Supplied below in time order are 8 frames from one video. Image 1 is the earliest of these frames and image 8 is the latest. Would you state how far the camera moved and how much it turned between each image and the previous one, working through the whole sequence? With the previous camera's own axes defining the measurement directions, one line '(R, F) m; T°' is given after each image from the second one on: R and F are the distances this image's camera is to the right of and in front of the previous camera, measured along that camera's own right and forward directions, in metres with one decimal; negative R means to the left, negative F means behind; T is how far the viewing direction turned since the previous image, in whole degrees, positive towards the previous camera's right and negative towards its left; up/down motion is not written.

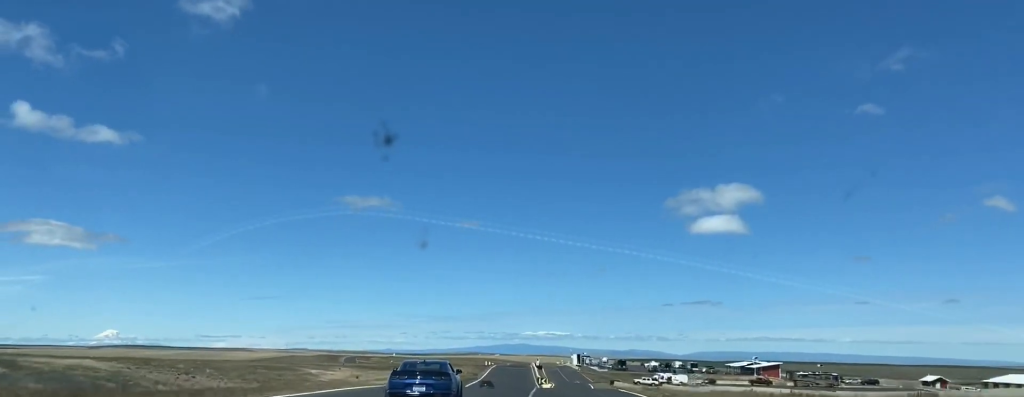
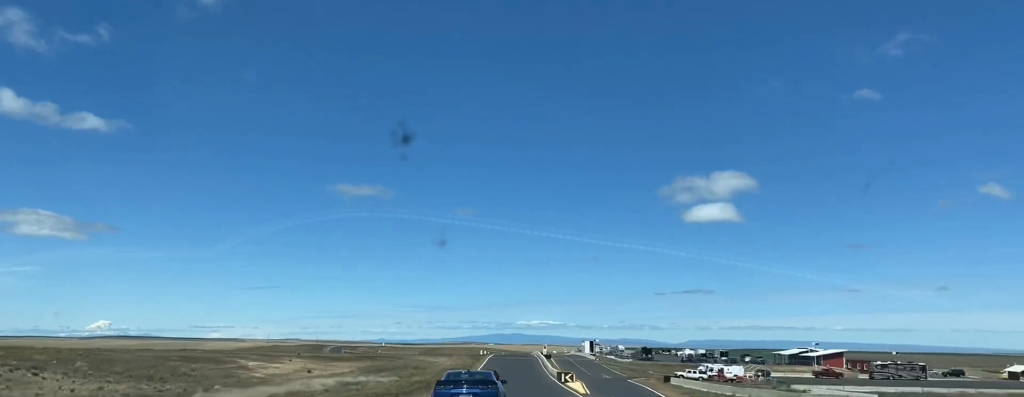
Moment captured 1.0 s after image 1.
(-0.3, +41.7) m; +1°
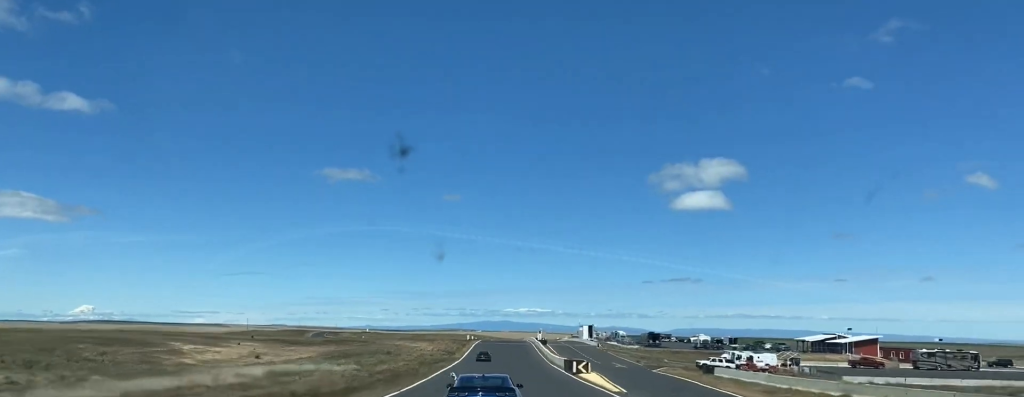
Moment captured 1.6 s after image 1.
(-0.2, +22.3) m; +1°
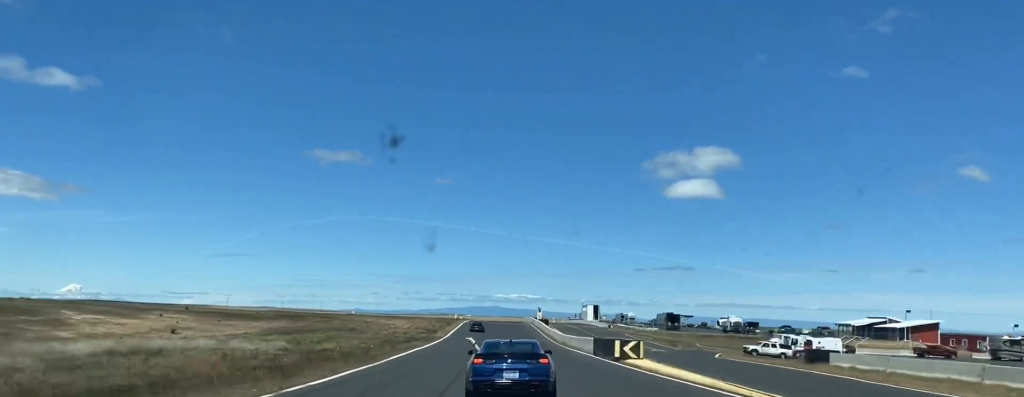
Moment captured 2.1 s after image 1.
(+0.8, +24.7) m; +1°
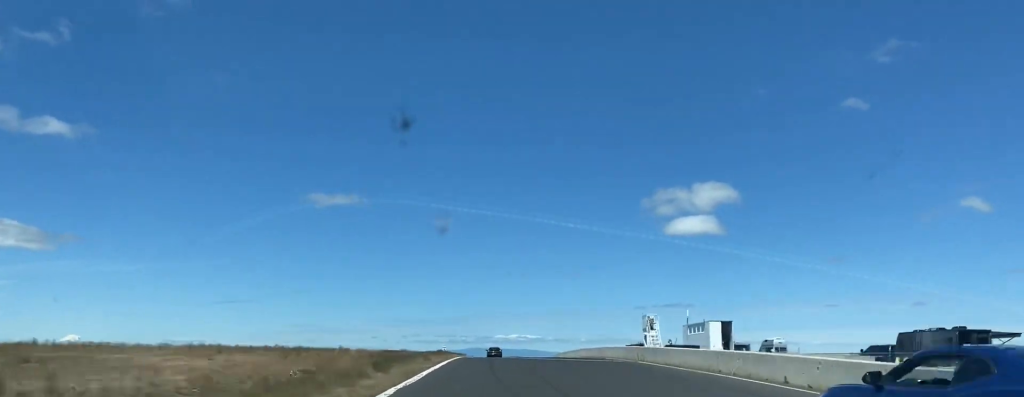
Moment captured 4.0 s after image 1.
(-0.3, +86.6) m; -1°
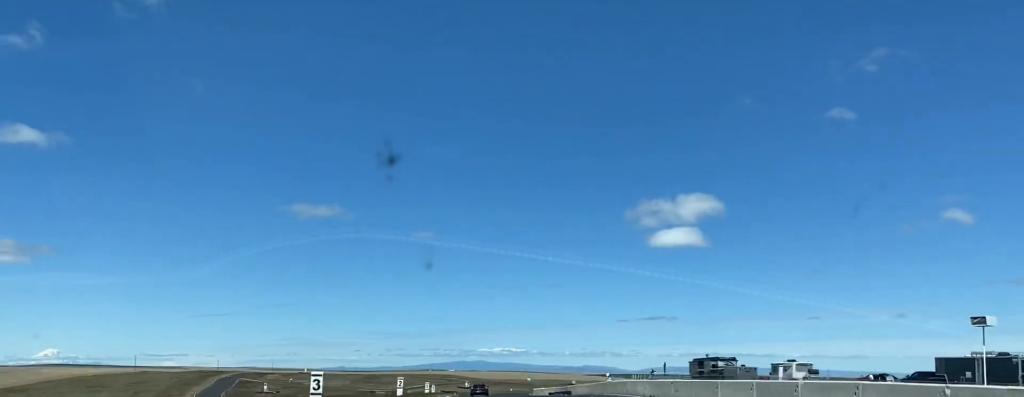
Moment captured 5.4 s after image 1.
(+0.5, +63.1) m; +1°
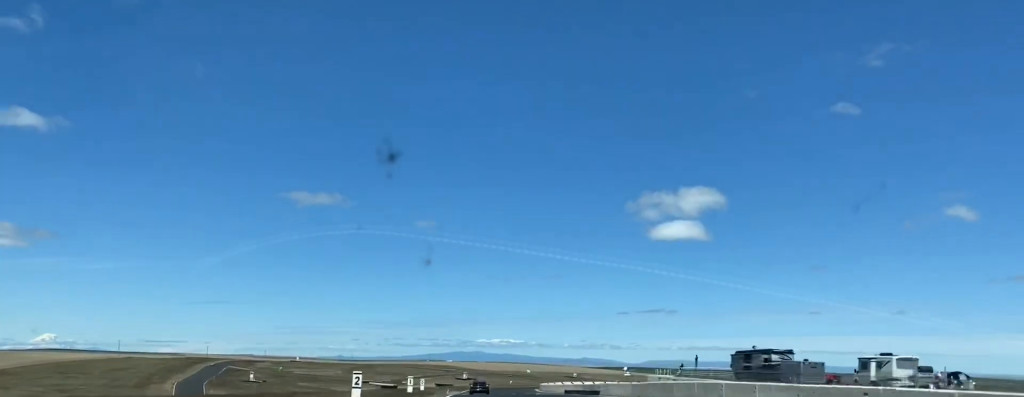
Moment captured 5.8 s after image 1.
(+0.1, +19.1) m; 0°
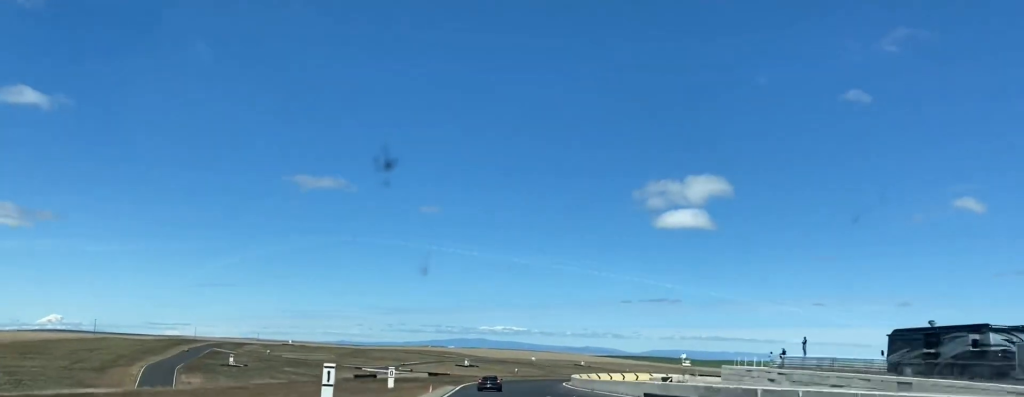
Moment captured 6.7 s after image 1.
(+0.1, +36.8) m; 0°
